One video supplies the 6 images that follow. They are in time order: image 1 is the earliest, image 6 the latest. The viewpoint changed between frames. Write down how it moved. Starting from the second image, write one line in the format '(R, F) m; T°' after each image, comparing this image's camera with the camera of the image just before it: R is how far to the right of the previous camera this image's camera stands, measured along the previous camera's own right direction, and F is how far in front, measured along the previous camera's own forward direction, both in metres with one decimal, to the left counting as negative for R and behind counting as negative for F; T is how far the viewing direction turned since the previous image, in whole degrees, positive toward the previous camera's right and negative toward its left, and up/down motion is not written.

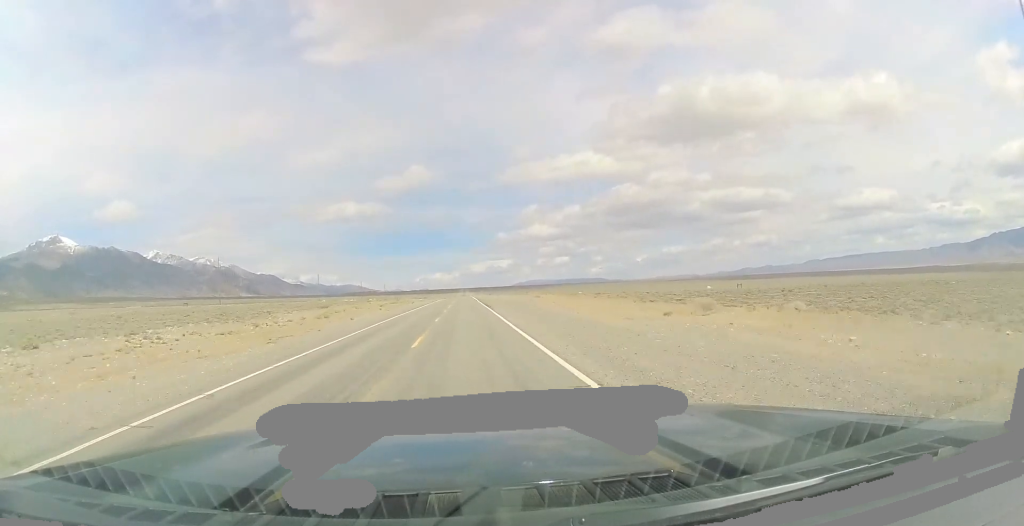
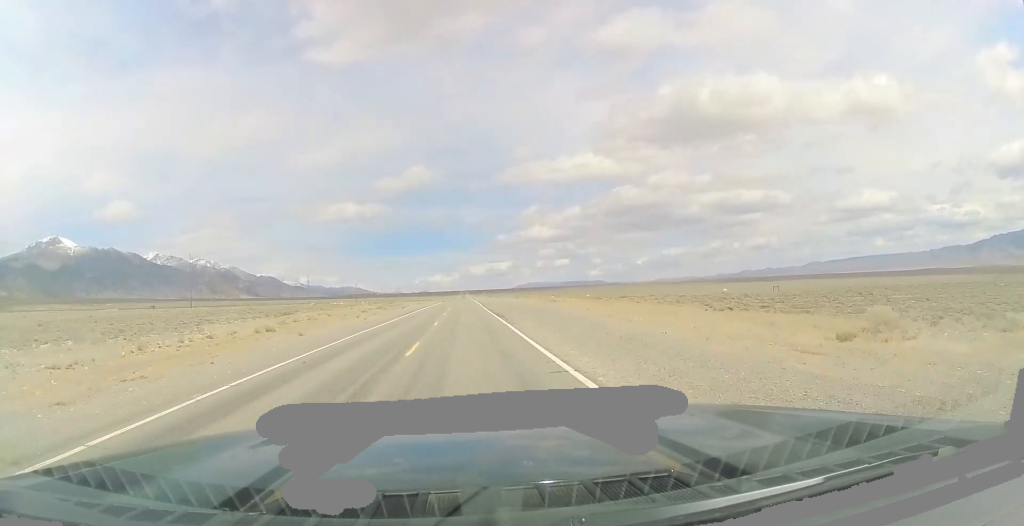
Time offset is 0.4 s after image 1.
(+0.1, +15.2) m; 0°
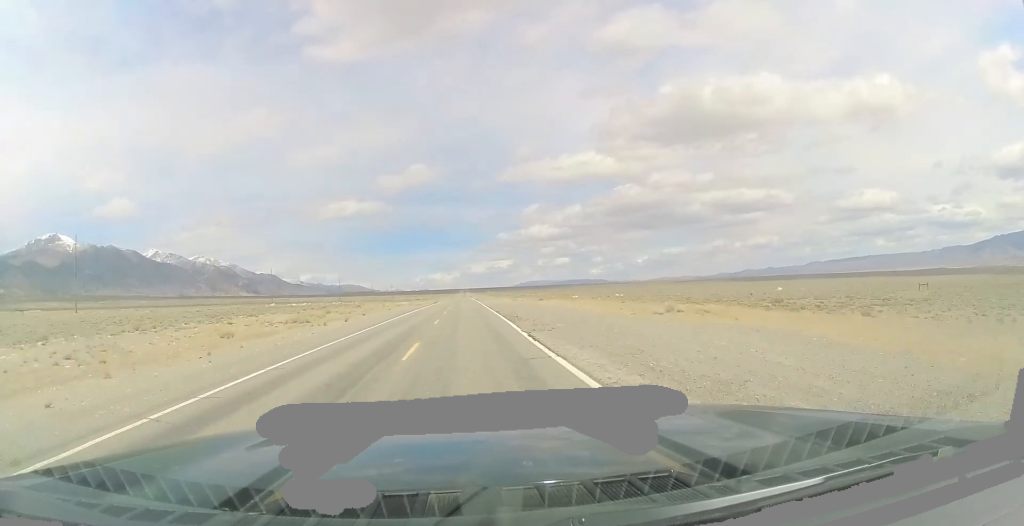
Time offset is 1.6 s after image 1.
(-0.2, +41.2) m; -1°
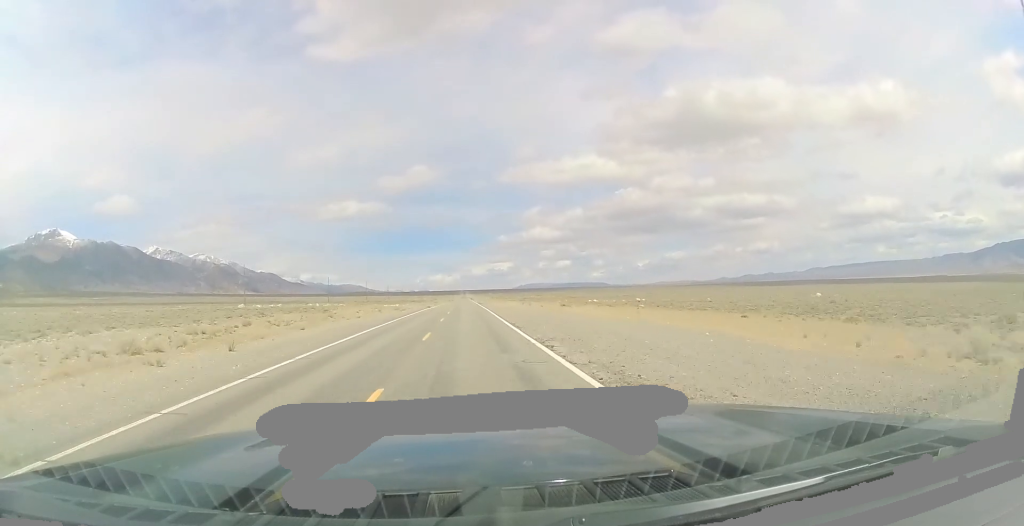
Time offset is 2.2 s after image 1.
(-0.4, +22.3) m; 0°
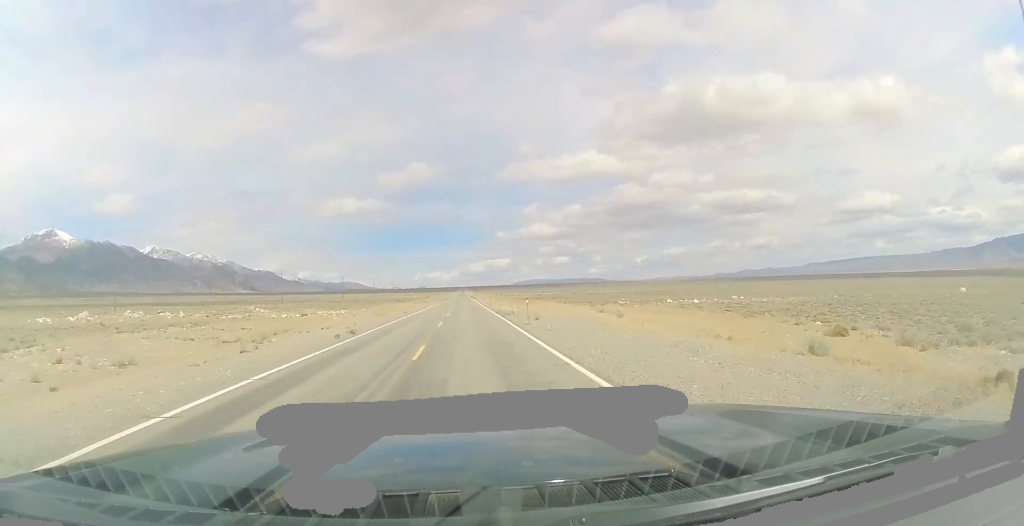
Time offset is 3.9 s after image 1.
(+0.7, +60.1) m; +1°
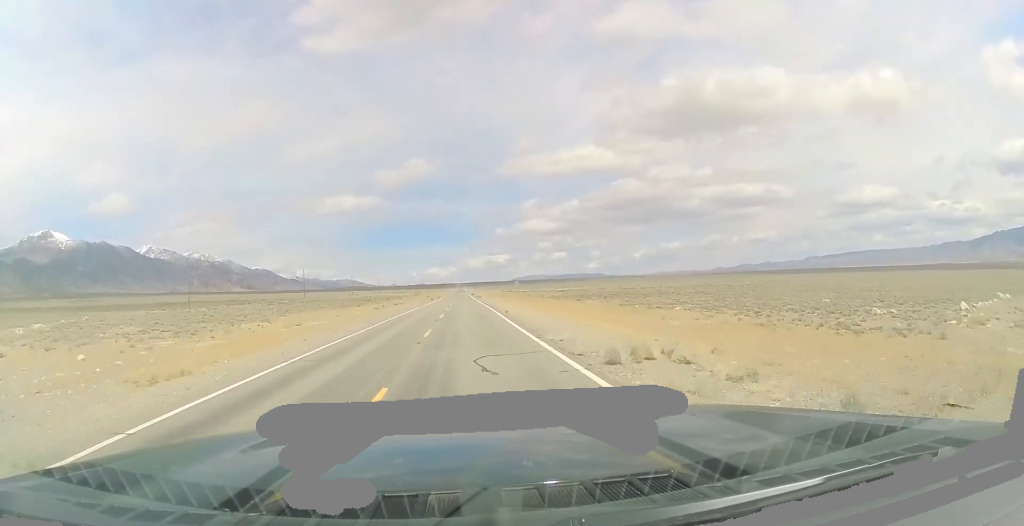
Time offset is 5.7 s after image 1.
(+0.2, +62.4) m; 0°
